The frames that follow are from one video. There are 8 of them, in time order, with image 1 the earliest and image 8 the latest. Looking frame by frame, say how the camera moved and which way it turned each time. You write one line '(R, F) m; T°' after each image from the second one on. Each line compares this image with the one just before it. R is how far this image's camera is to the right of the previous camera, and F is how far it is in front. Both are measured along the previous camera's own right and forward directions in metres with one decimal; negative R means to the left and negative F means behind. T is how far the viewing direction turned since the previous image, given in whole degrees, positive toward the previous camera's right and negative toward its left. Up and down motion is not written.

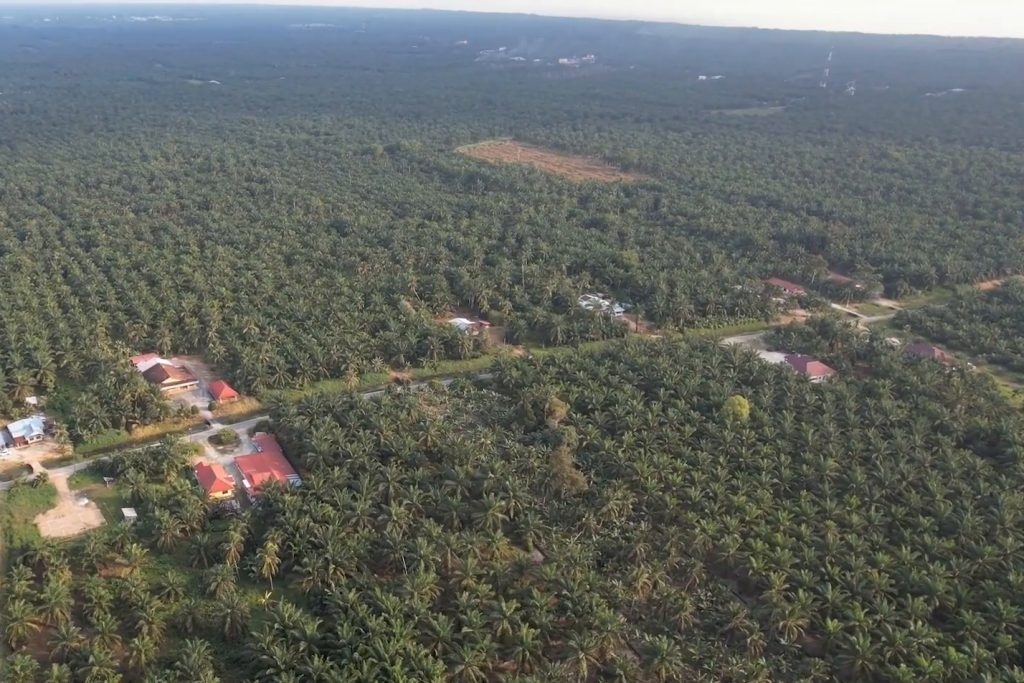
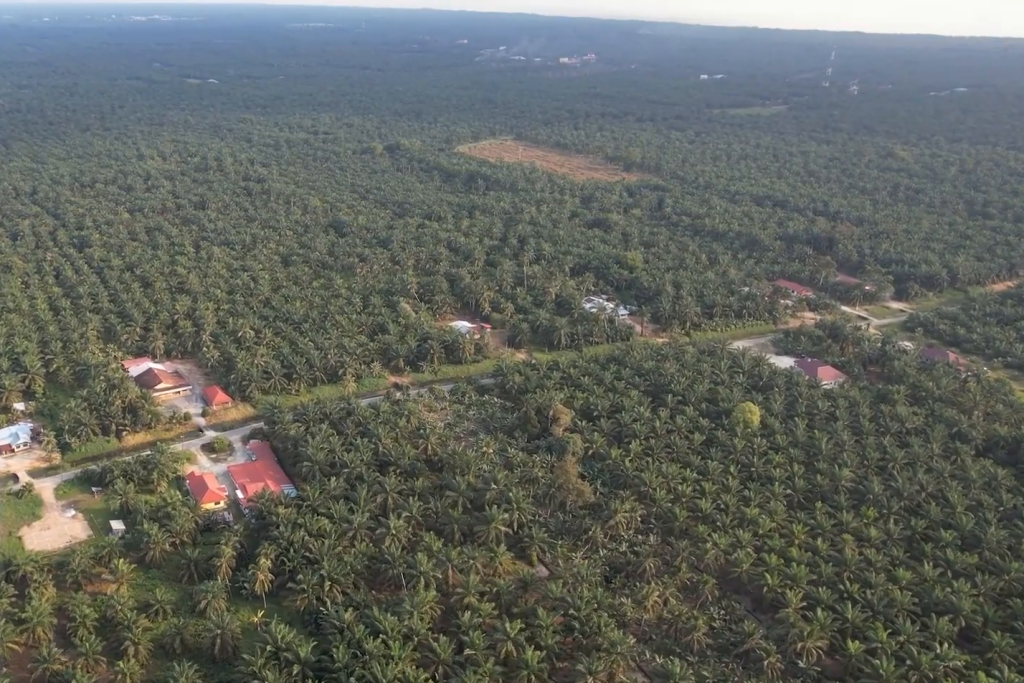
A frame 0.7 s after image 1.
(0.0, +10.2) m; 0°
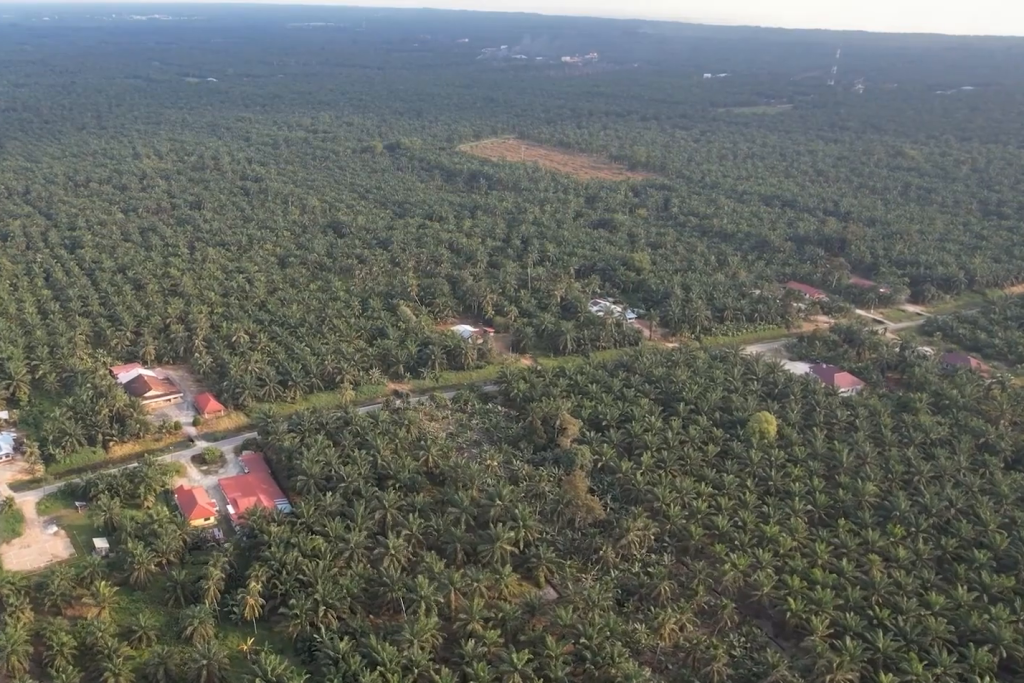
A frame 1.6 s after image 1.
(0.0, +13.3) m; 0°
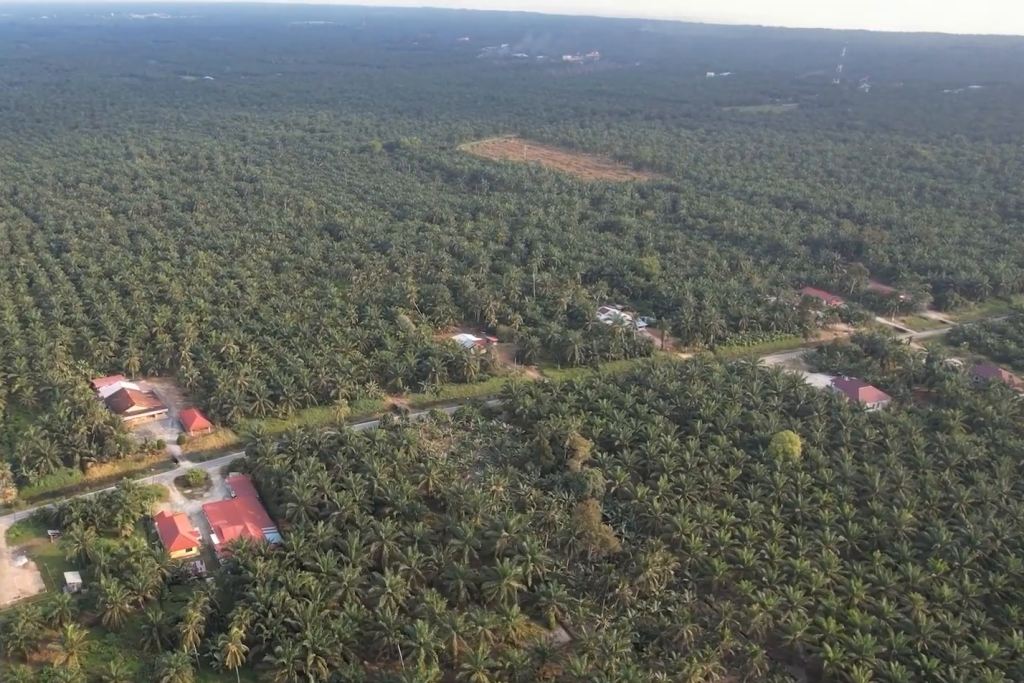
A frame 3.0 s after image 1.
(0.0, +19.5) m; 0°
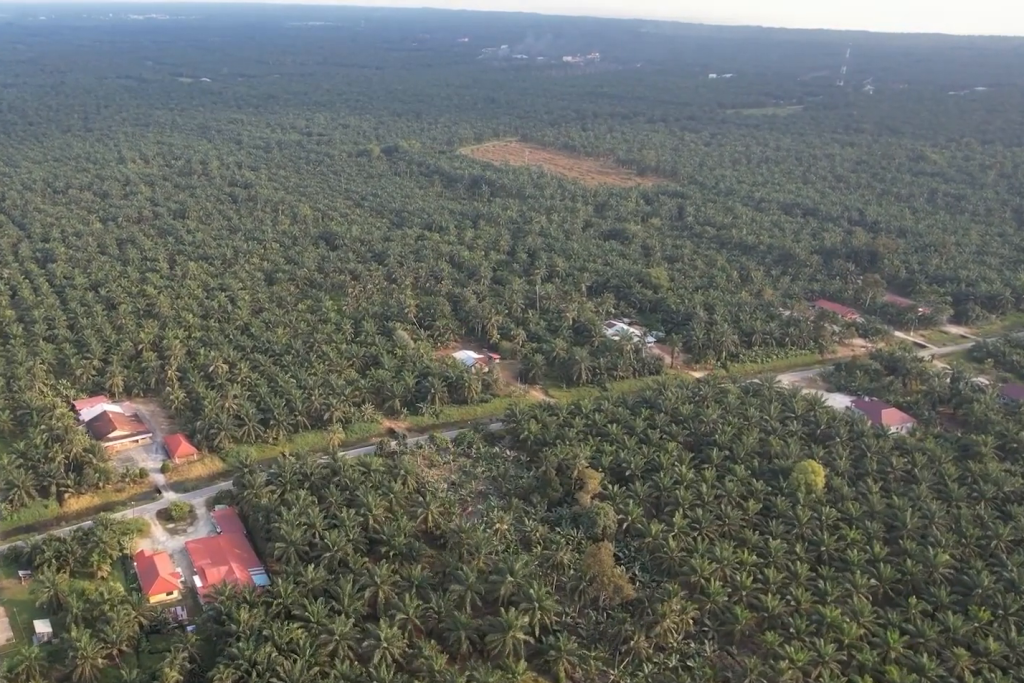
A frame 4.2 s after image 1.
(0.0, +17.7) m; 0°
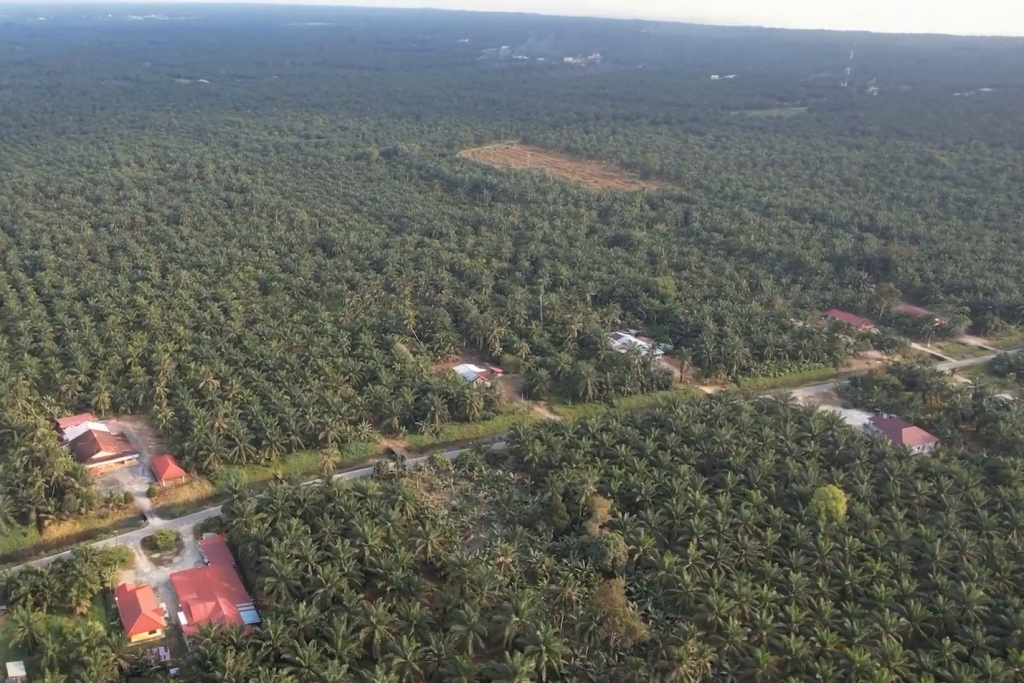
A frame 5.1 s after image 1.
(0.0, +14.0) m; 0°
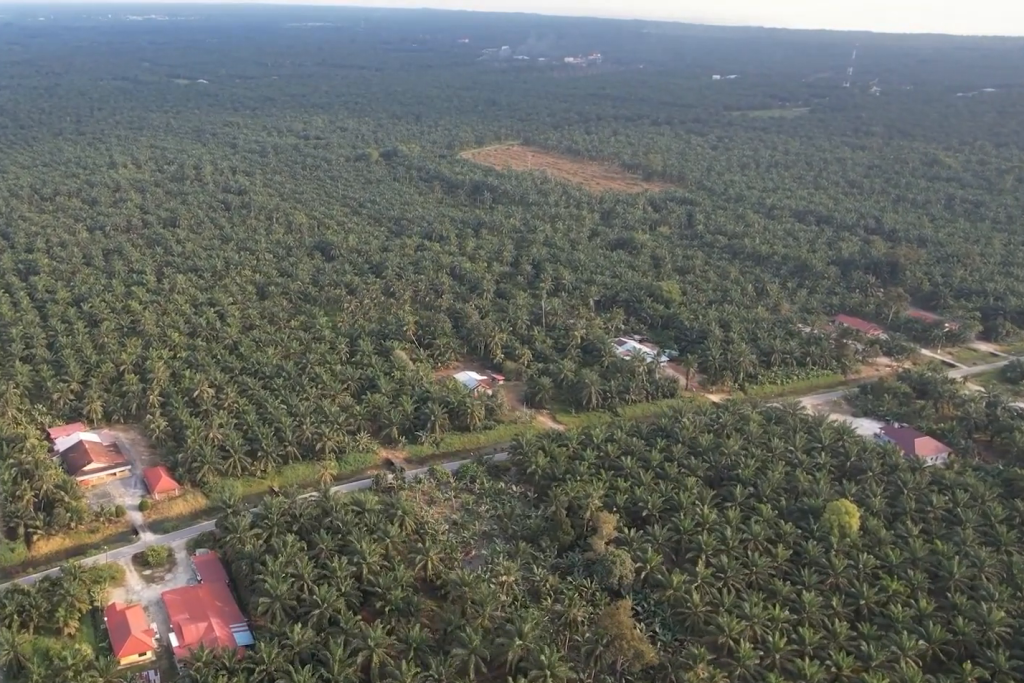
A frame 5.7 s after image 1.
(0.0, +7.8) m; 0°
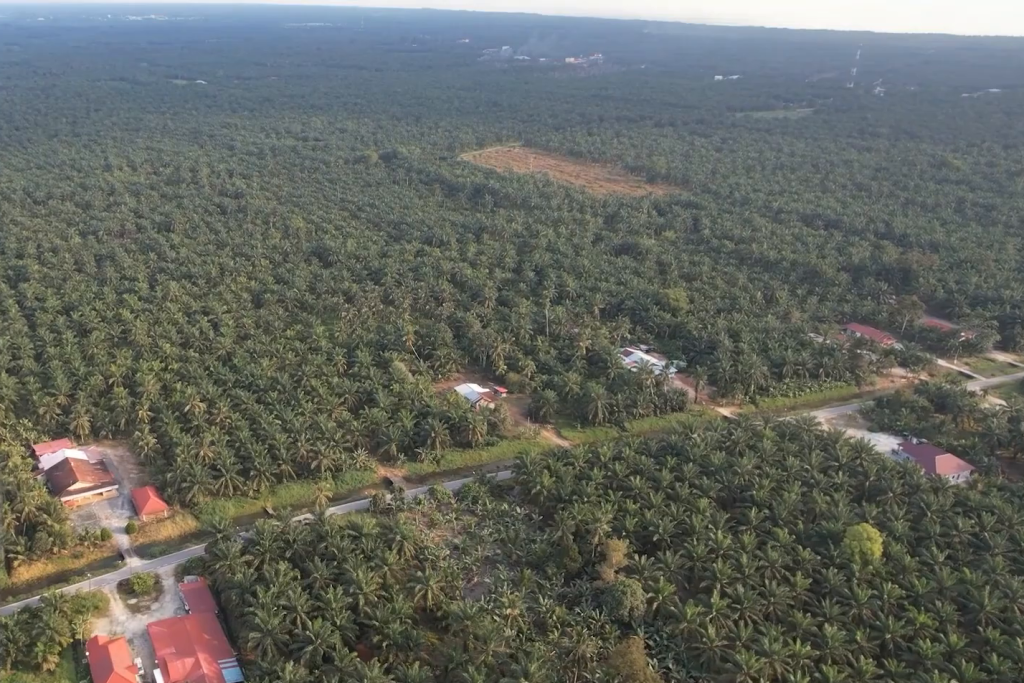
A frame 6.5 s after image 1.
(0.0, +12.0) m; 0°
